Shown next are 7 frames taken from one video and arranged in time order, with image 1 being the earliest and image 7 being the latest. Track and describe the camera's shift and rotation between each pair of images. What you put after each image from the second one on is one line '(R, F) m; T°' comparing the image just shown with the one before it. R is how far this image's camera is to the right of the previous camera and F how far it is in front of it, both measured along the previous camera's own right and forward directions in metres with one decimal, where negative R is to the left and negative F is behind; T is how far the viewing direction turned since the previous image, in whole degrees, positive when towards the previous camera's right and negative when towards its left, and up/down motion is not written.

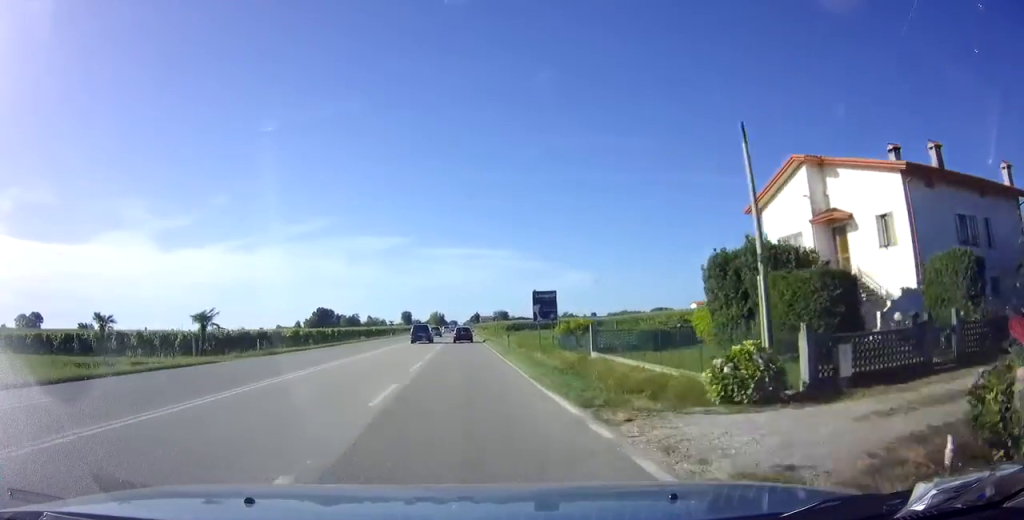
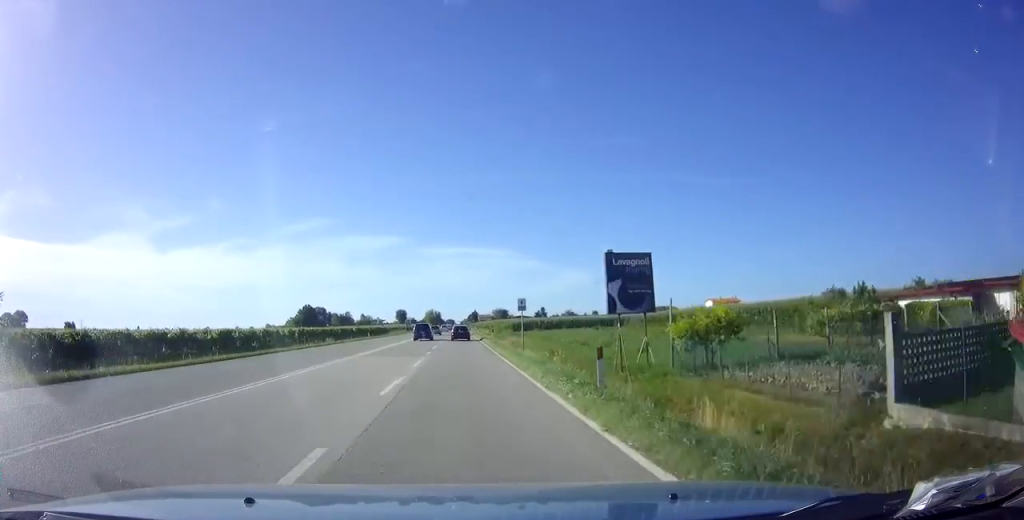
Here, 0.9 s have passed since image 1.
(-0.1, +20.7) m; 0°
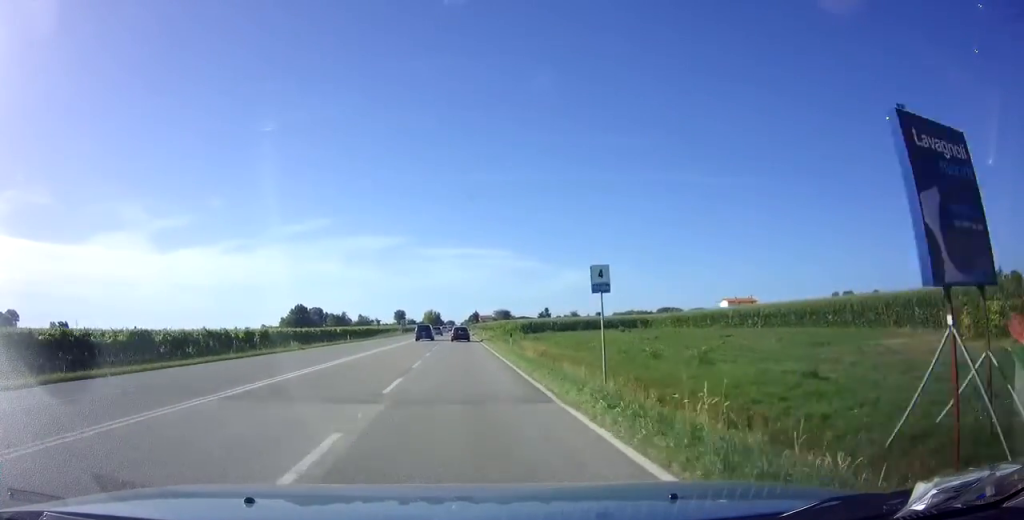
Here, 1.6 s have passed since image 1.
(-0.1, +14.3) m; 0°
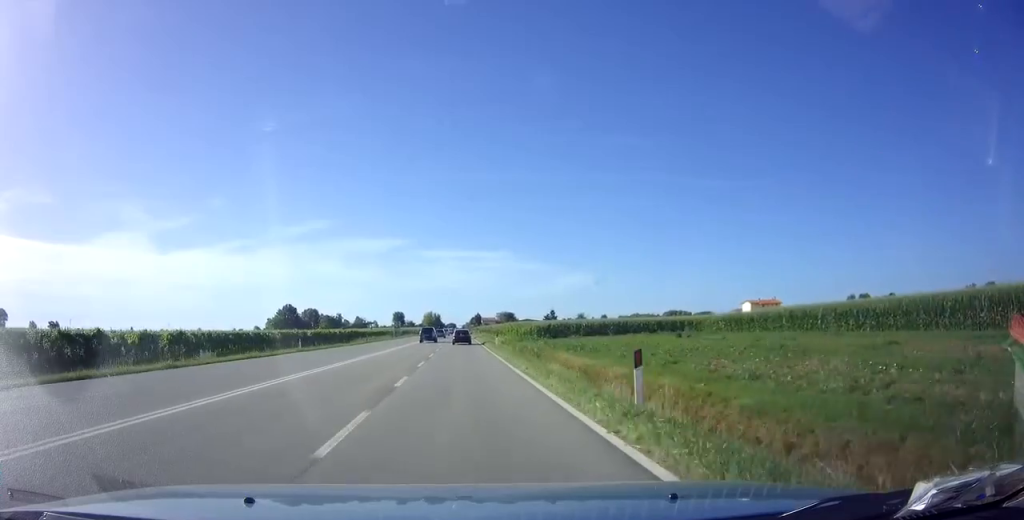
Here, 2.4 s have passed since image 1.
(+0.1, +19.2) m; 0°
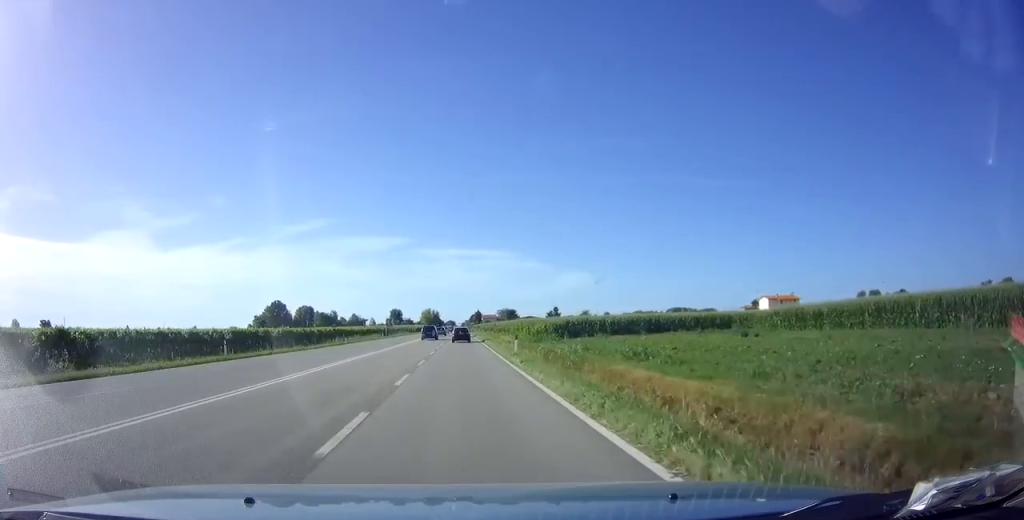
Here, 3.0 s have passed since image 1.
(0.0, +14.9) m; 0°
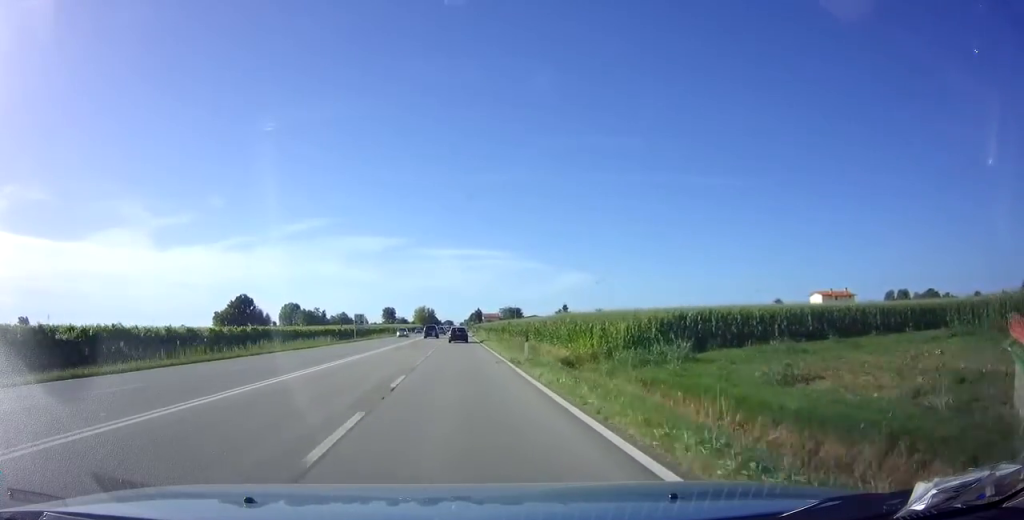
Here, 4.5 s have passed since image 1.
(0.0, +35.1) m; 0°
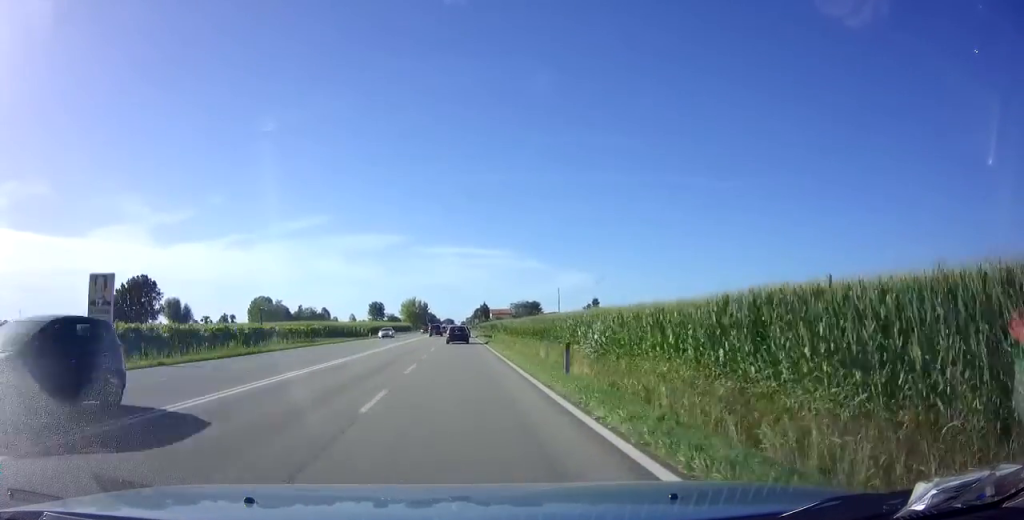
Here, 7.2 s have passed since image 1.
(-0.2, +67.3) m; 0°
